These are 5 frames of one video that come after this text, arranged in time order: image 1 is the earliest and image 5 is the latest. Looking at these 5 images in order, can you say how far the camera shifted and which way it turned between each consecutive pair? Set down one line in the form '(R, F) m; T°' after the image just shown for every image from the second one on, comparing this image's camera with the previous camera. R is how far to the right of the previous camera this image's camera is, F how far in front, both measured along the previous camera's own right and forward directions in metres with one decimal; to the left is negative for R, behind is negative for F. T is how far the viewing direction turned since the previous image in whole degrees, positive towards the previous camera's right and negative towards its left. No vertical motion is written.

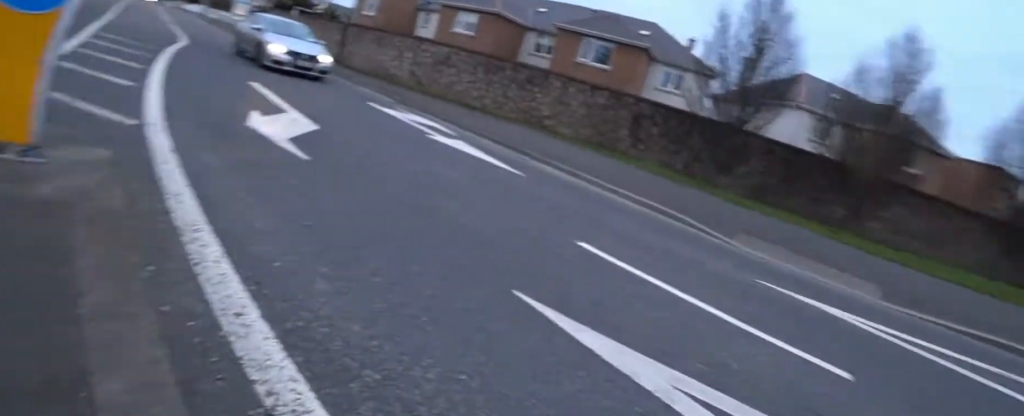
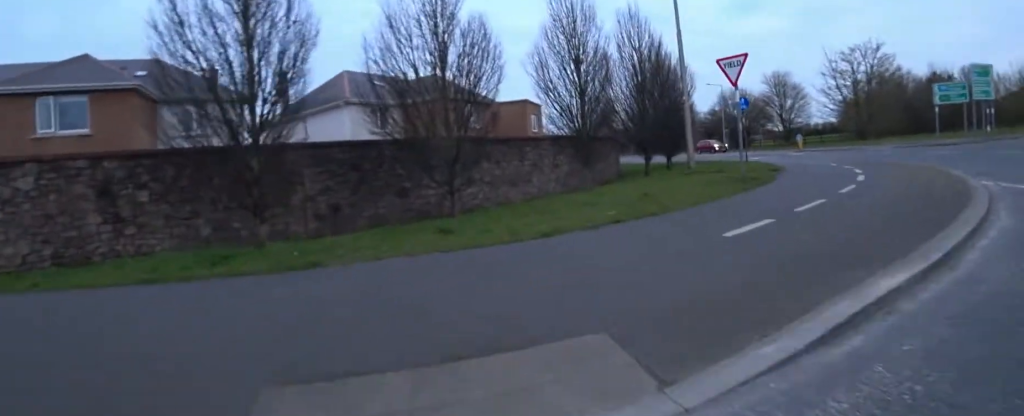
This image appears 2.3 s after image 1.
(+3.4, +4.6) m; +57°
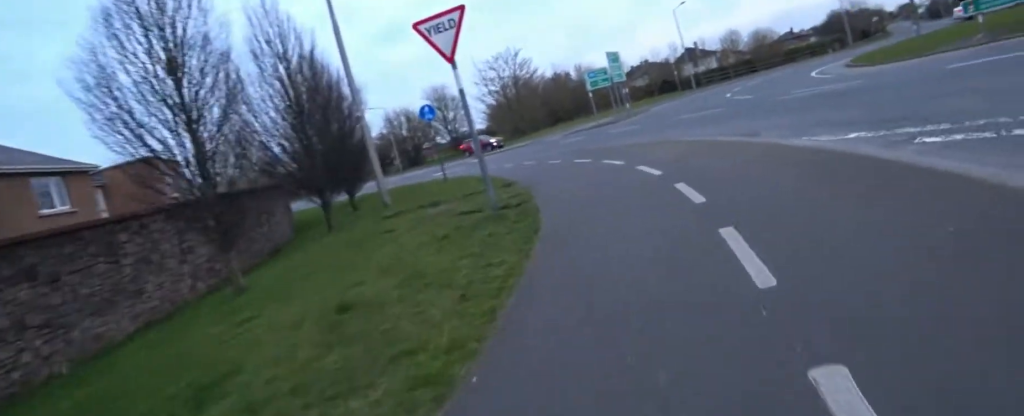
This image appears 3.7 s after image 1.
(0.0, +5.1) m; 0°
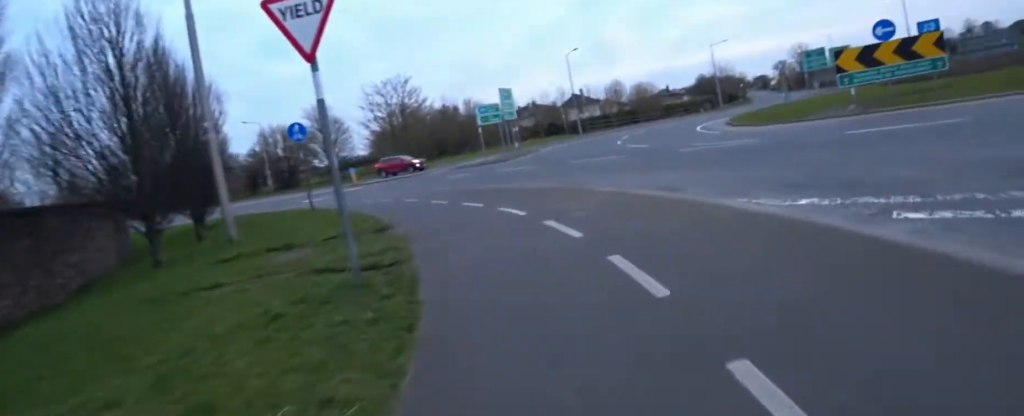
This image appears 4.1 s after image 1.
(0.0, +1.6) m; 0°
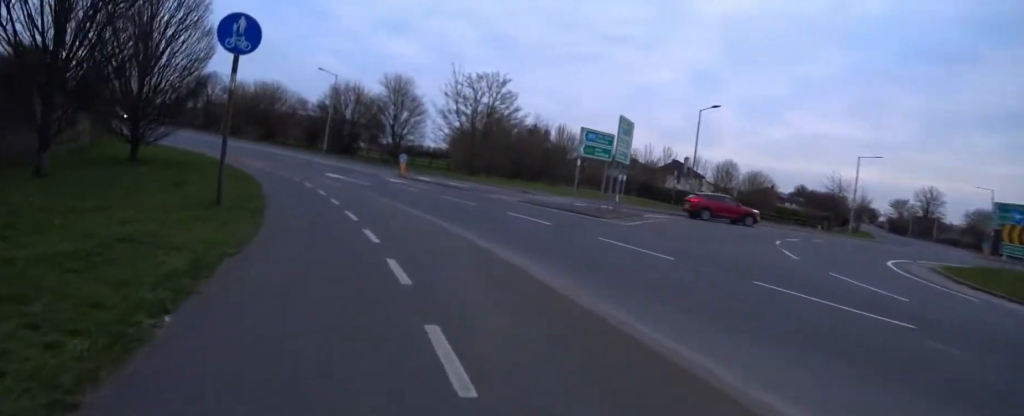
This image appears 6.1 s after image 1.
(-0.3, +8.1) m; -12°
